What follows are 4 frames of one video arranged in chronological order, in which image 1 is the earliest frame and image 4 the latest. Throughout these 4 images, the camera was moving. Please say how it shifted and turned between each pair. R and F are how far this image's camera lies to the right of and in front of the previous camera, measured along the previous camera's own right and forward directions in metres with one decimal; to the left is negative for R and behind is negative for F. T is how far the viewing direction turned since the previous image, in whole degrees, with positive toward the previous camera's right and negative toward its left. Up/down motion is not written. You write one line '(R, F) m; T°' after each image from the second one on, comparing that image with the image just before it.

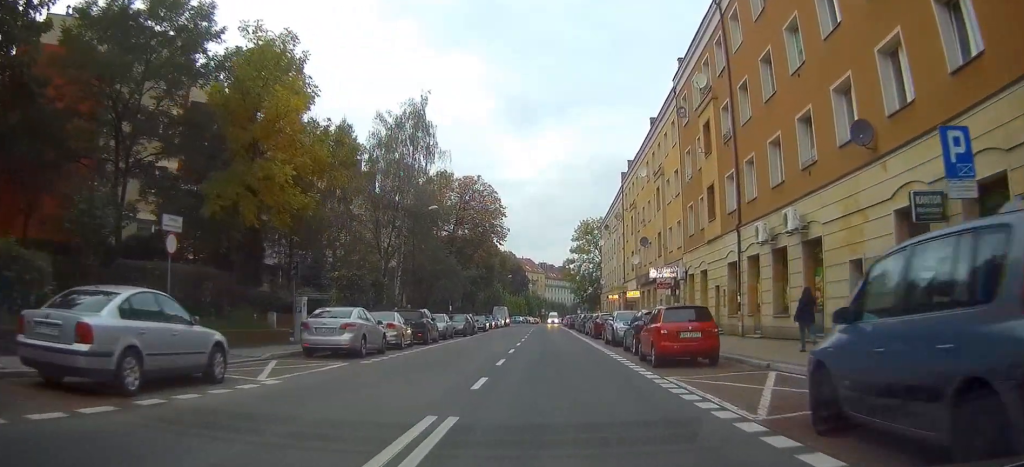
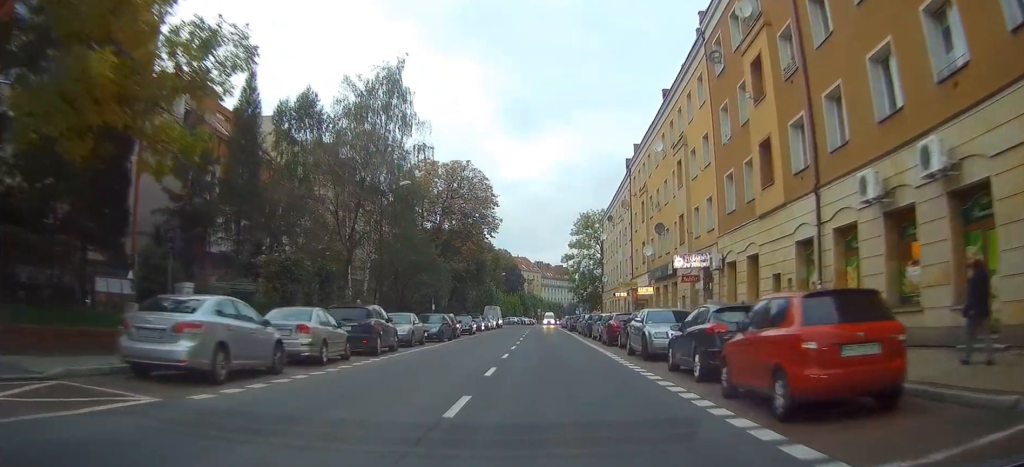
(0.0, +8.4) m; 0°
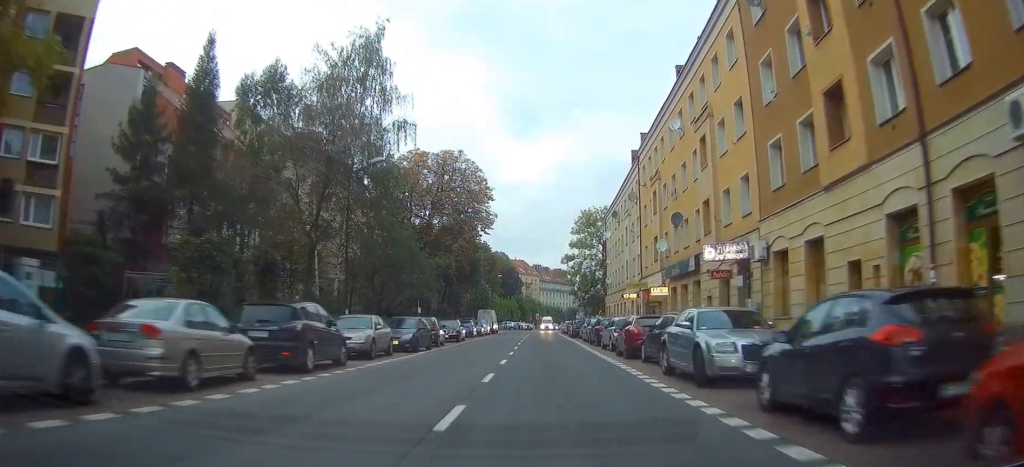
(0.0, +6.5) m; 0°
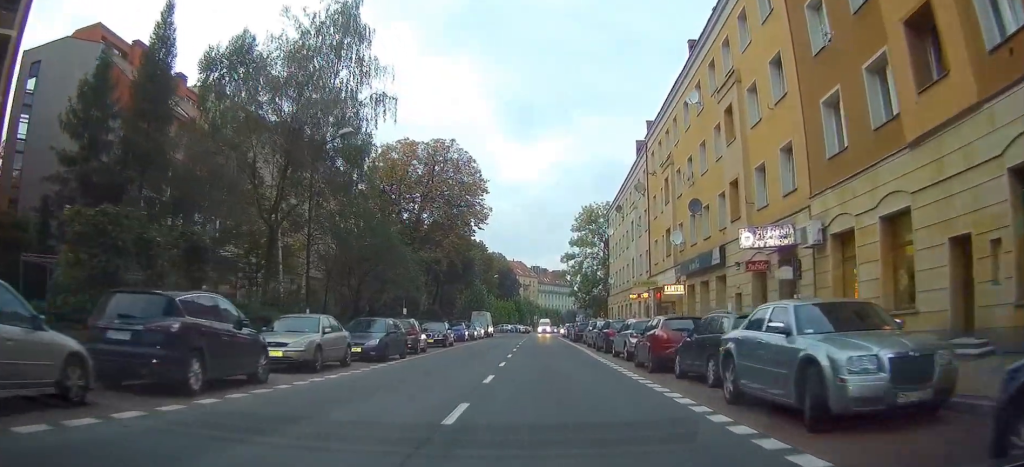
(0.0, +5.5) m; 0°
